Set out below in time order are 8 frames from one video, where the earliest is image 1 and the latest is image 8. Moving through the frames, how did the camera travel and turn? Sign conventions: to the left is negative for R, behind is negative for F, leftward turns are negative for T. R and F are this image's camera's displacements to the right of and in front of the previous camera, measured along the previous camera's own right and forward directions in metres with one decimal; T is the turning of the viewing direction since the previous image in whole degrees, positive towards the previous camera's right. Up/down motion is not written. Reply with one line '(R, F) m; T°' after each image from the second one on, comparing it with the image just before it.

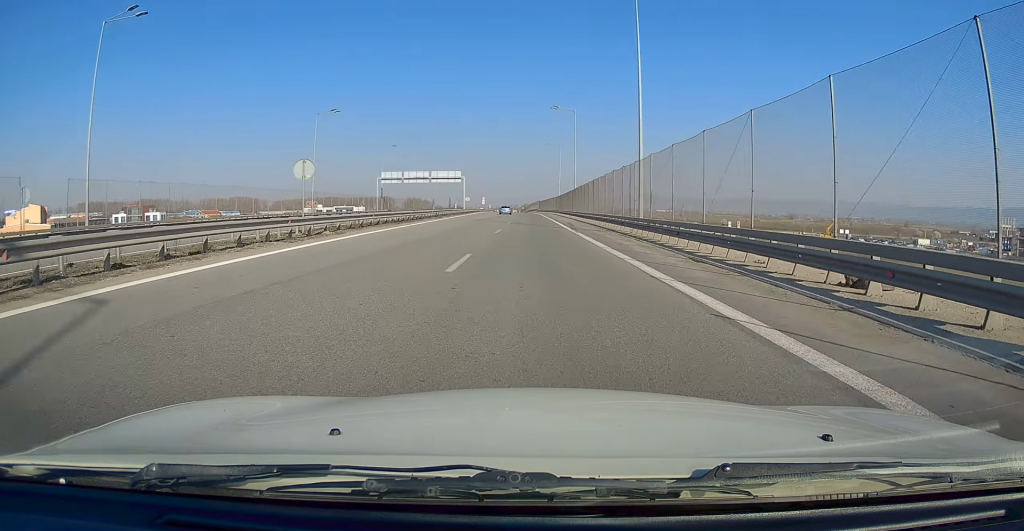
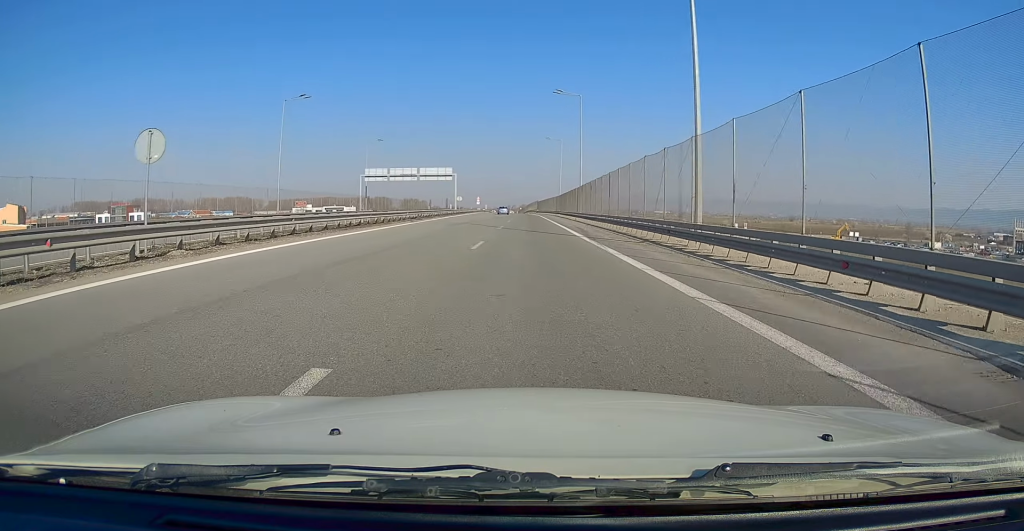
(-0.1, +10.5) m; 0°
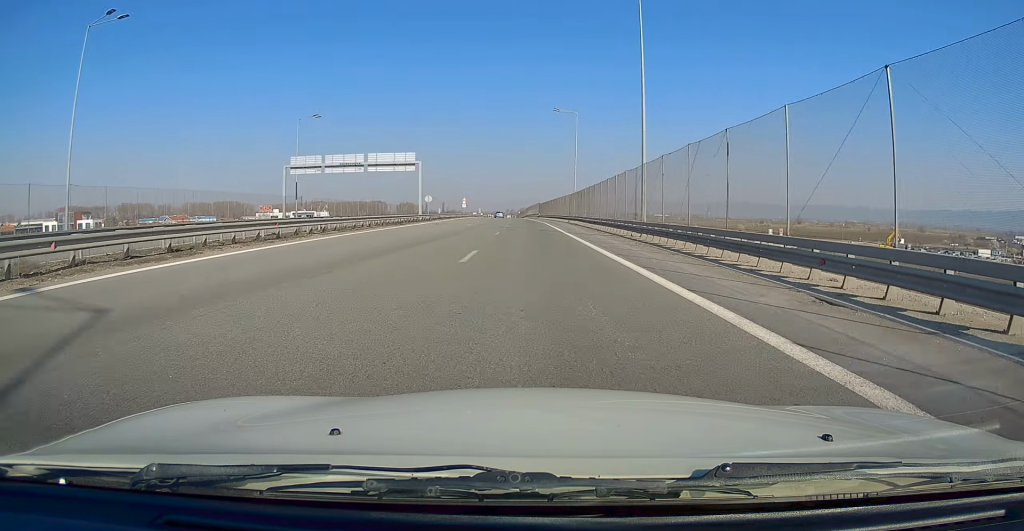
(0.0, +34.7) m; 0°
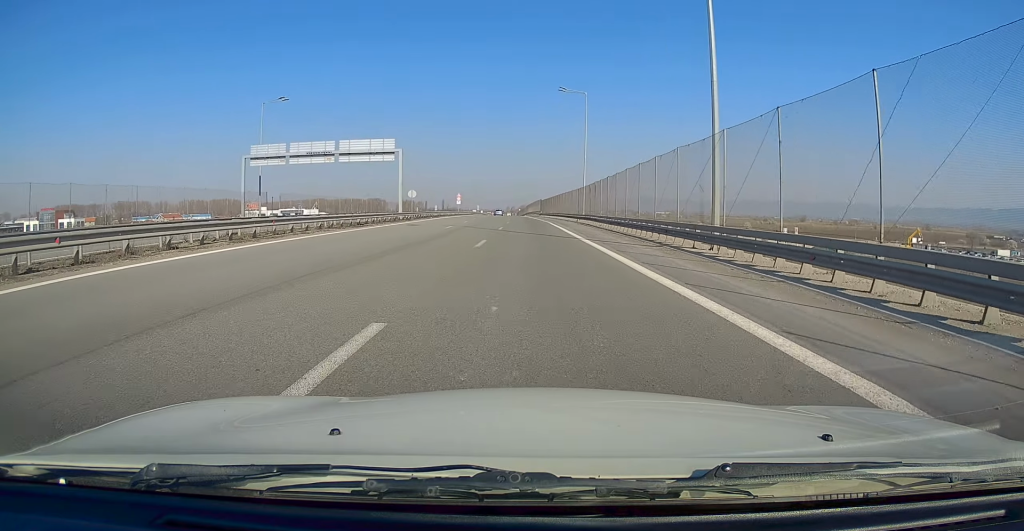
(0.0, +11.4) m; 0°
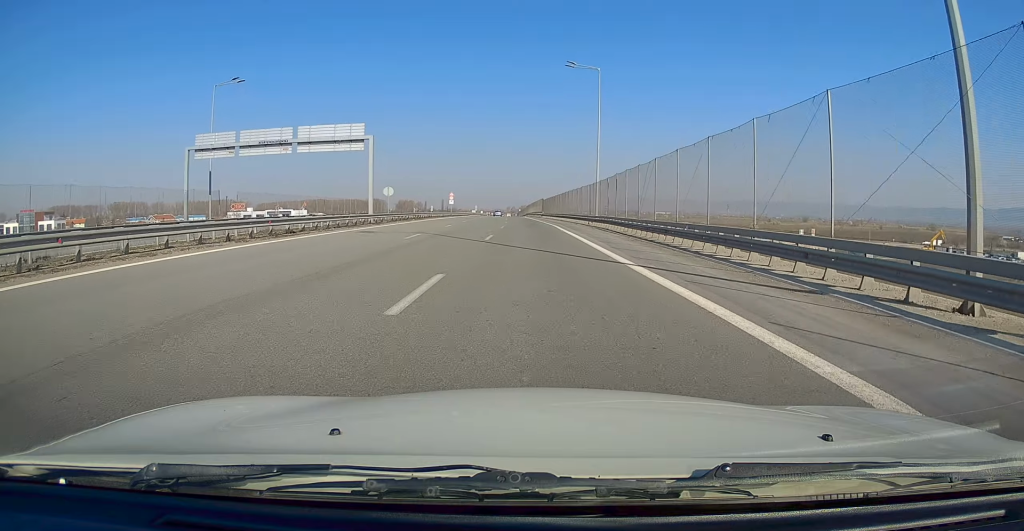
(0.0, +11.4) m; 0°
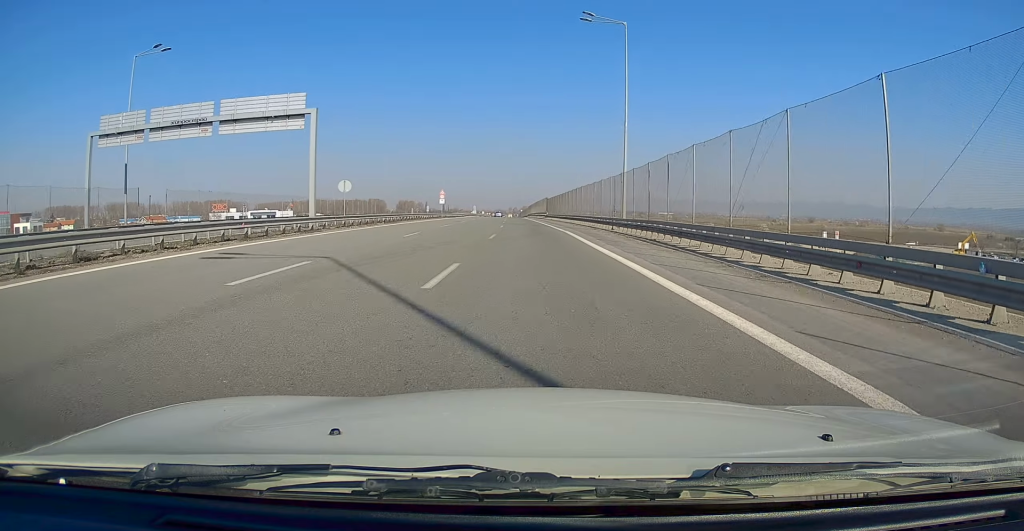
(+0.1, +13.7) m; 0°
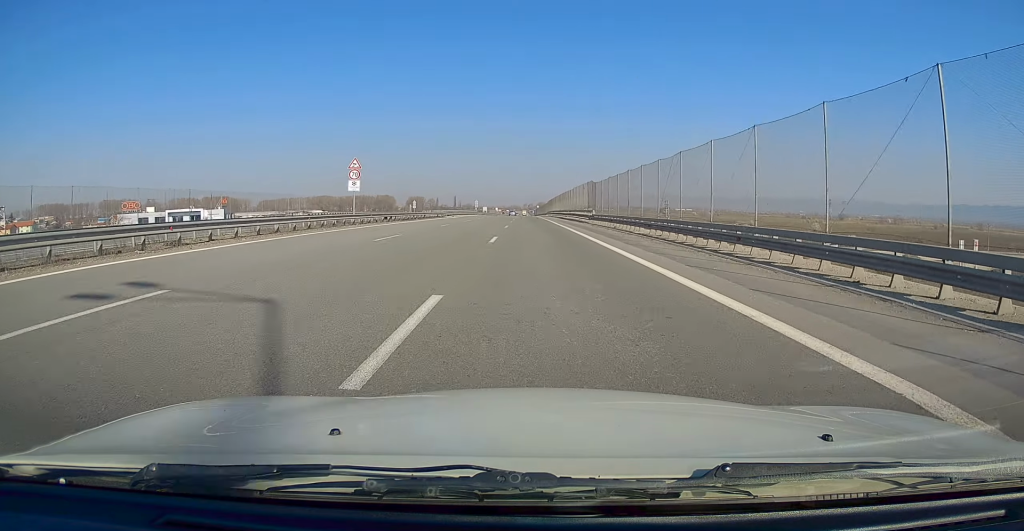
(-0.9, +52.7) m; -2°
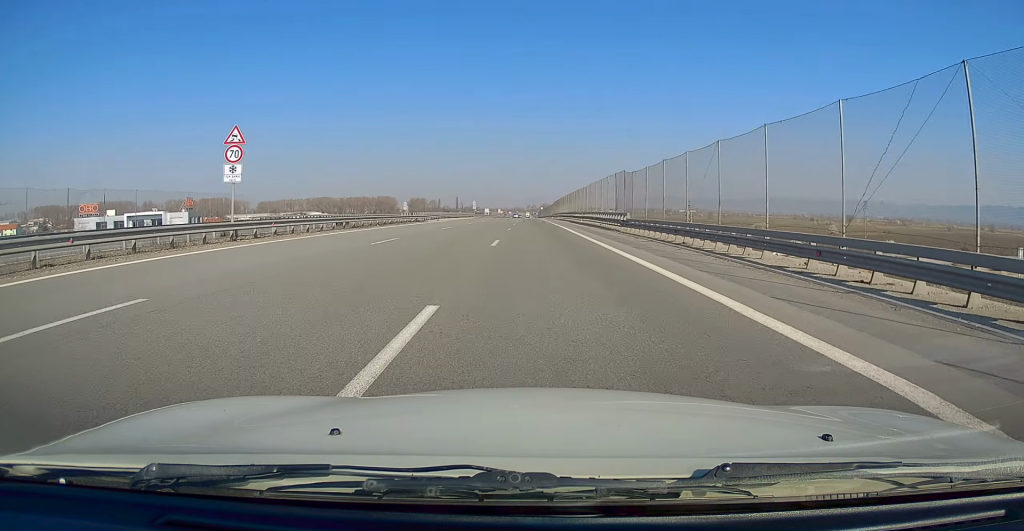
(+0.1, +16.7) m; +1°
